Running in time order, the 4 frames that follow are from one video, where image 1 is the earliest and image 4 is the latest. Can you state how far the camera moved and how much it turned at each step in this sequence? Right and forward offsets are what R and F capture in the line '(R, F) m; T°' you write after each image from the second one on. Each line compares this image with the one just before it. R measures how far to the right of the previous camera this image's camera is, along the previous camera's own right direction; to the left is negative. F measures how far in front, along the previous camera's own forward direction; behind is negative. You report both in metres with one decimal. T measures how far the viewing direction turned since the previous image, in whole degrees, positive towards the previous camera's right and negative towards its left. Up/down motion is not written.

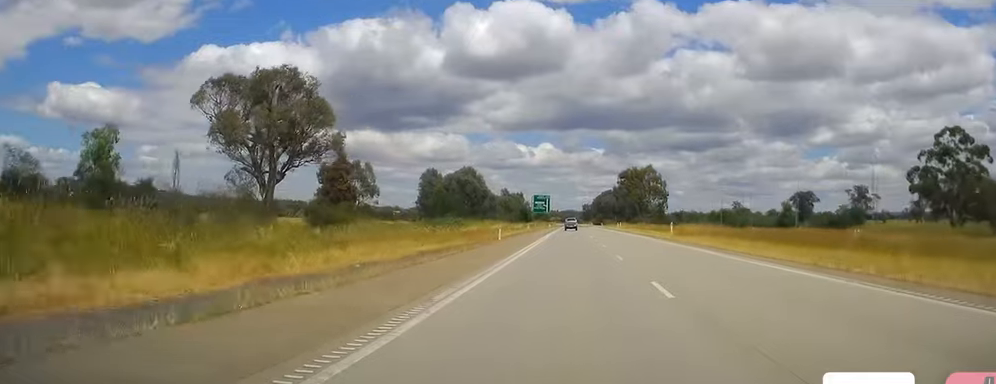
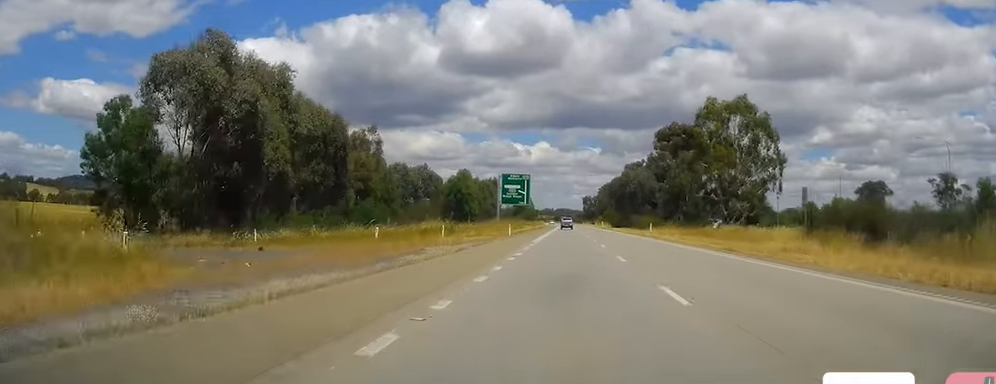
(-1.1, +108.5) m; 0°
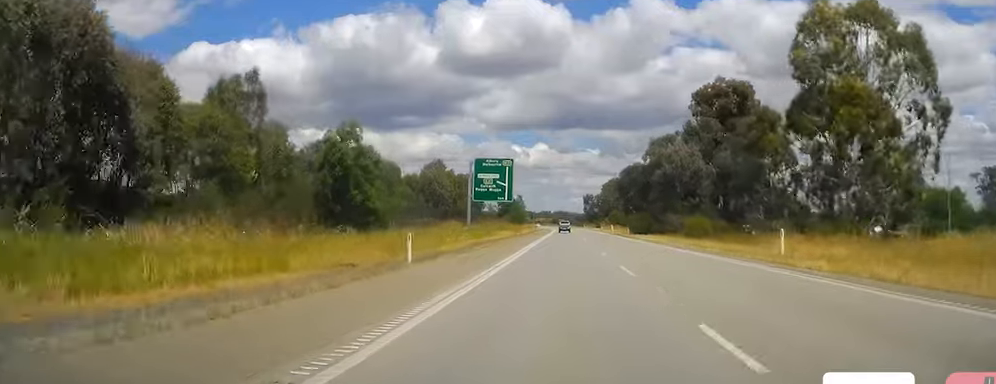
(0.0, +40.4) m; +1°
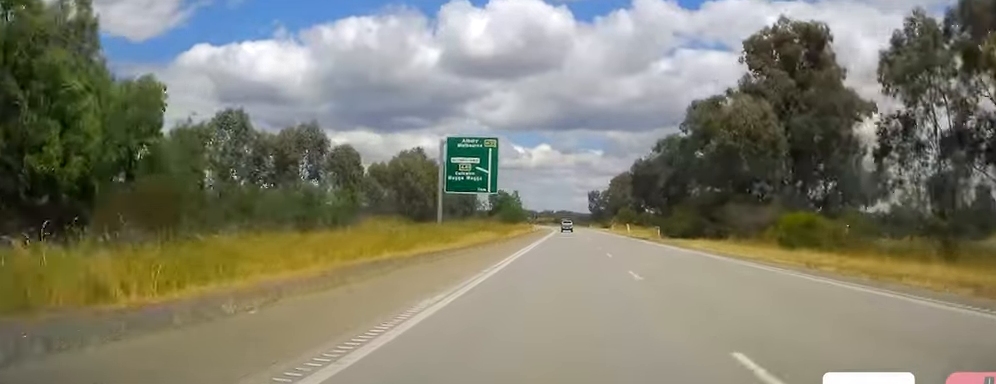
(+0.4, +25.9) m; -1°
